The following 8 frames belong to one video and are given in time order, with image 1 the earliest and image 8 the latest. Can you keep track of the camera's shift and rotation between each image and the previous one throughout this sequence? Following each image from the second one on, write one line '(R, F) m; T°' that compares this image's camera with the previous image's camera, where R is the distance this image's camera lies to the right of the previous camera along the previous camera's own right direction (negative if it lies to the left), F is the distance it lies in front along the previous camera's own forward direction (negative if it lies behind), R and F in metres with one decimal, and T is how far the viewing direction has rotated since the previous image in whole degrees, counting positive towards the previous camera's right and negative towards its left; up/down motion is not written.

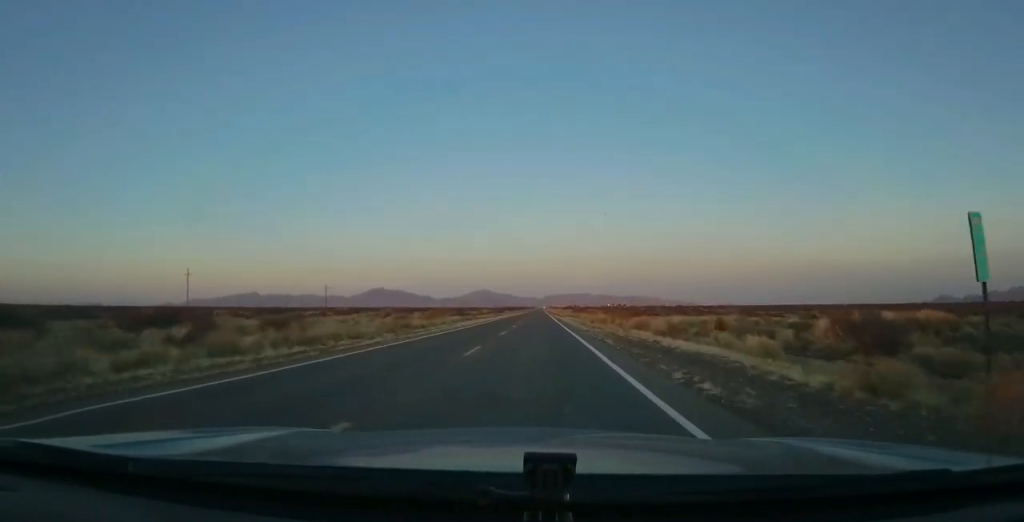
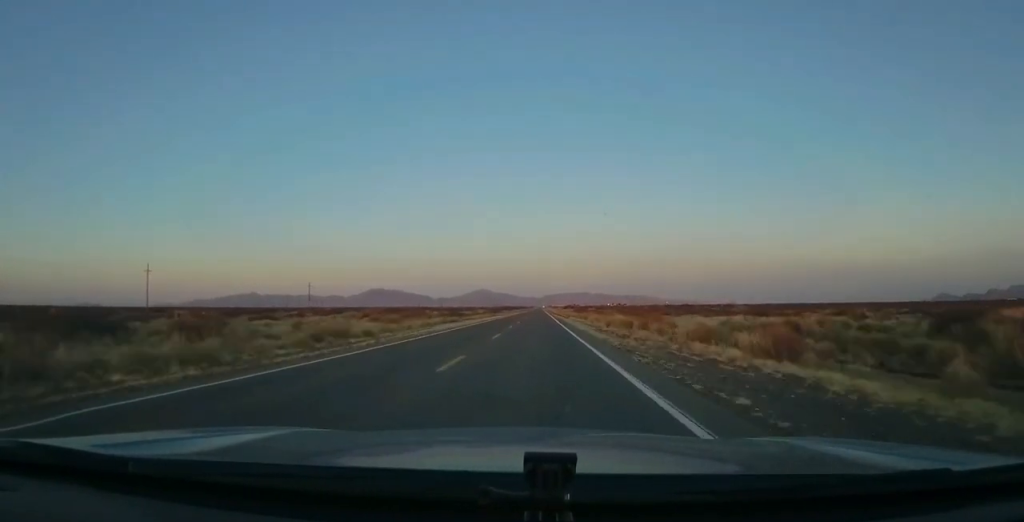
(0.0, +15.6) m; 0°
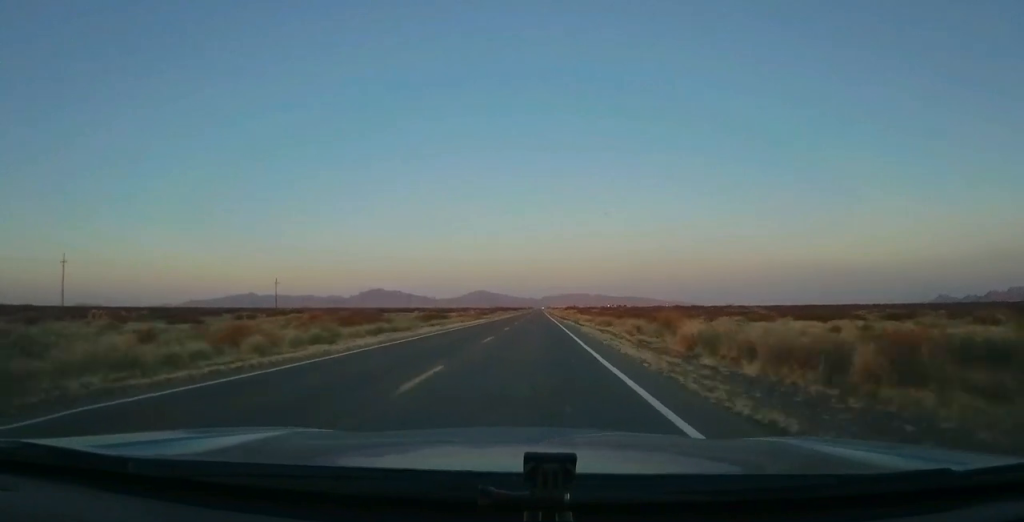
(0.0, +26.3) m; 0°
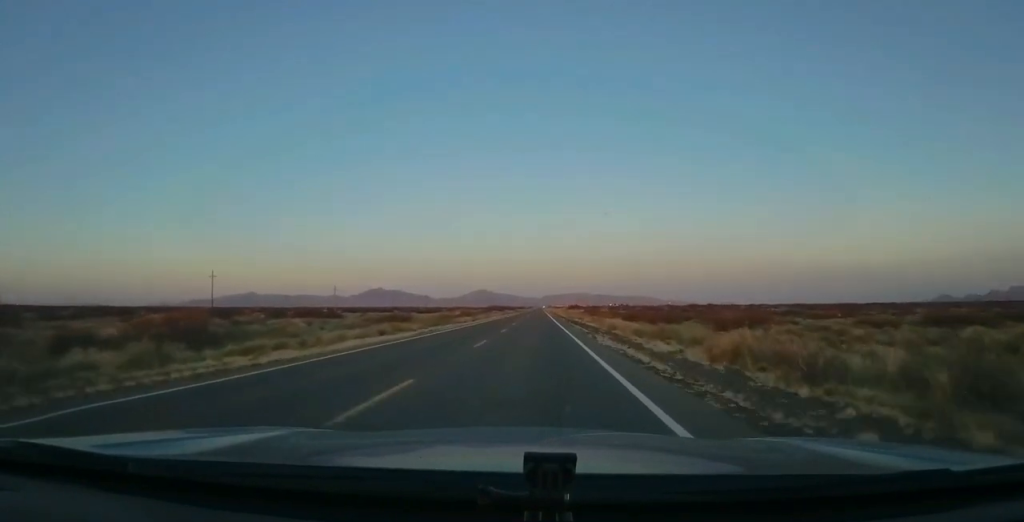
(0.0, +38.0) m; 0°
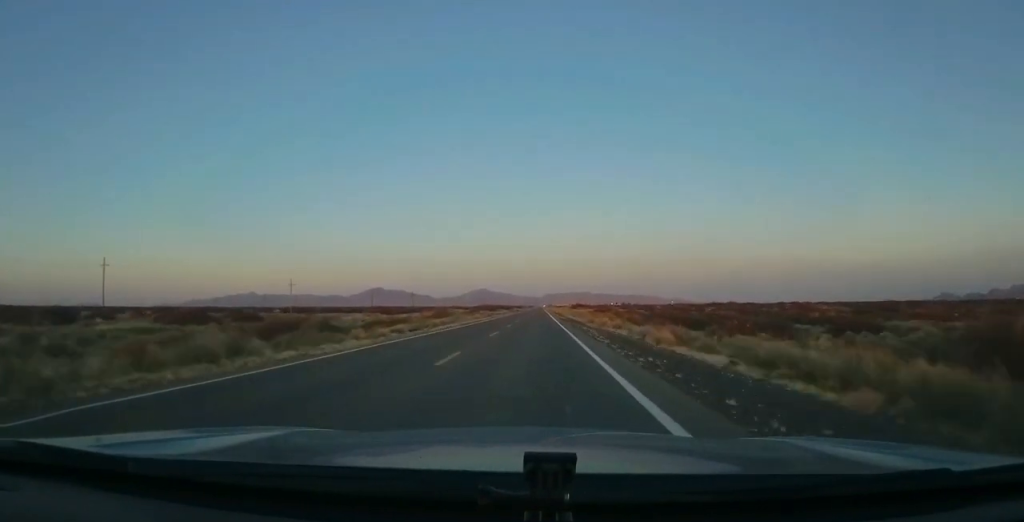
(0.0, +41.9) m; 0°
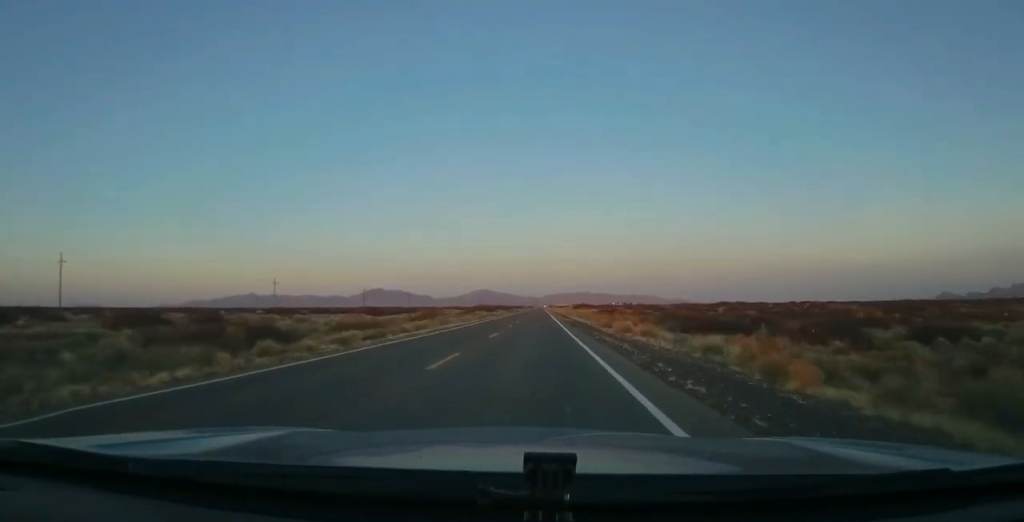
(0.0, +12.7) m; 0°
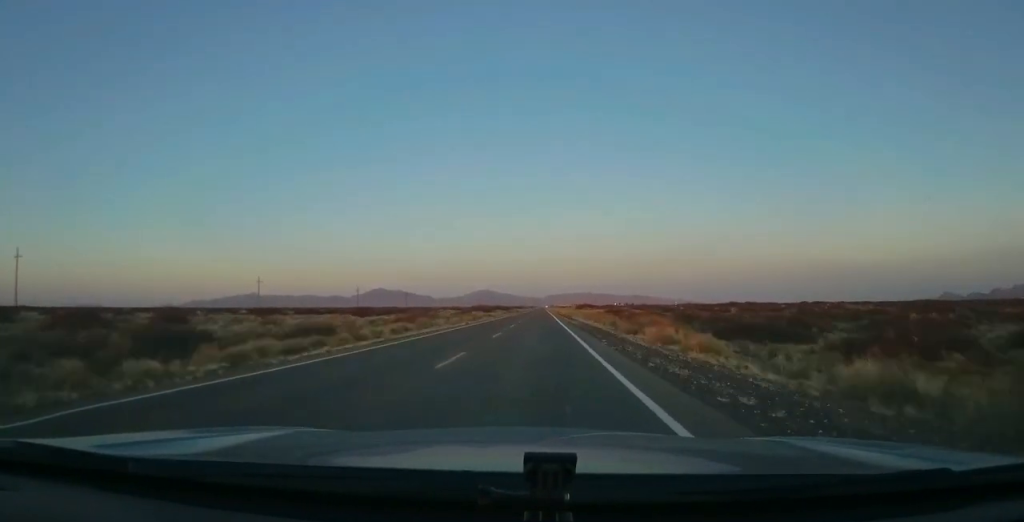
(+0.1, +11.7) m; 0°
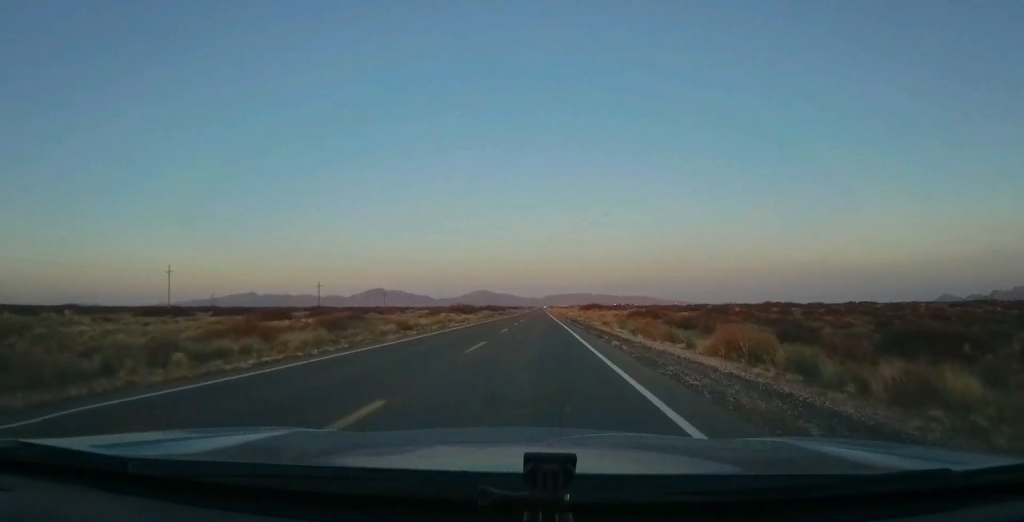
(-0.2, +44.0) m; +1°
